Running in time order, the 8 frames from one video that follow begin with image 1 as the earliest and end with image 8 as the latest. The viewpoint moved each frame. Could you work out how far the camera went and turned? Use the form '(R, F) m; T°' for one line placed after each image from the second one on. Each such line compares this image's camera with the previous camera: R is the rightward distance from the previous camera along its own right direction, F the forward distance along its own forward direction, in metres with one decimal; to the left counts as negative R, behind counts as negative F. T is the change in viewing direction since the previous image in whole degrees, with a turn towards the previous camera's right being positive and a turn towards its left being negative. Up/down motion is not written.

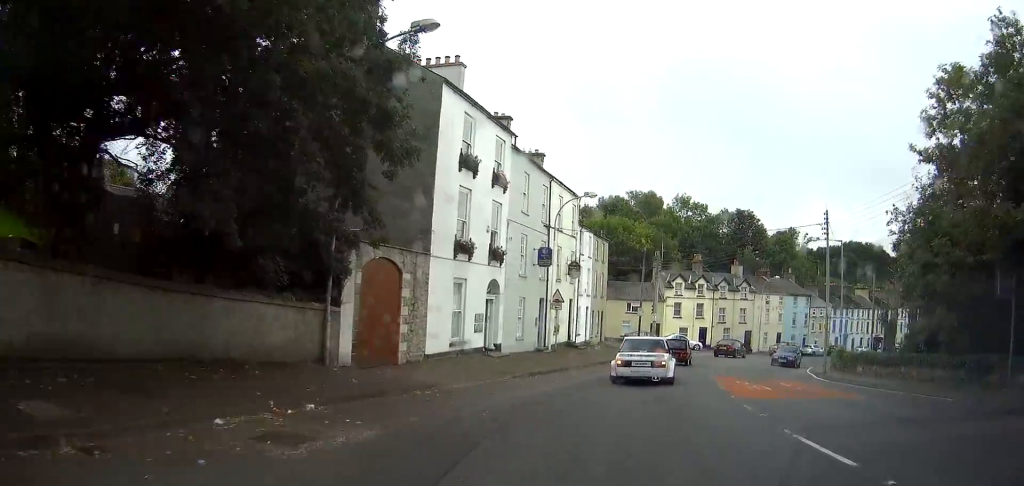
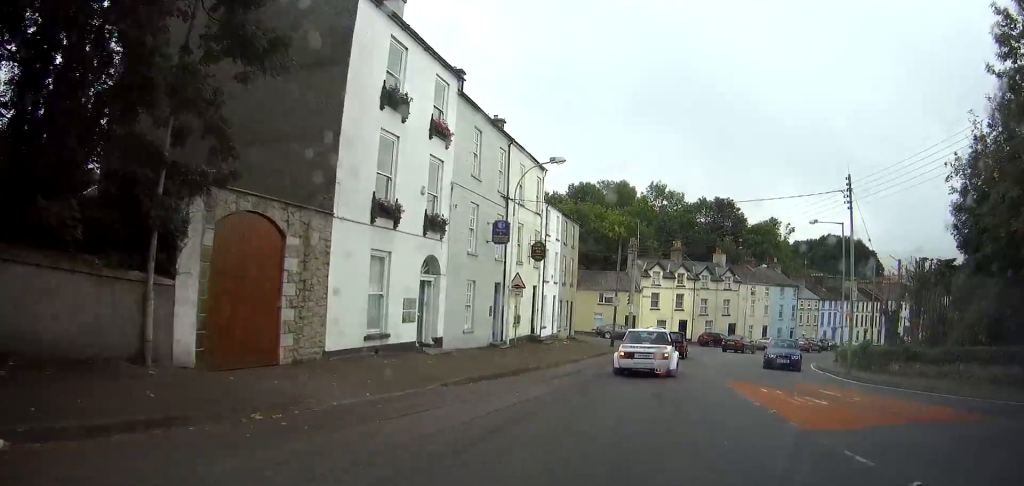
(0.0, +6.3) m; +1°
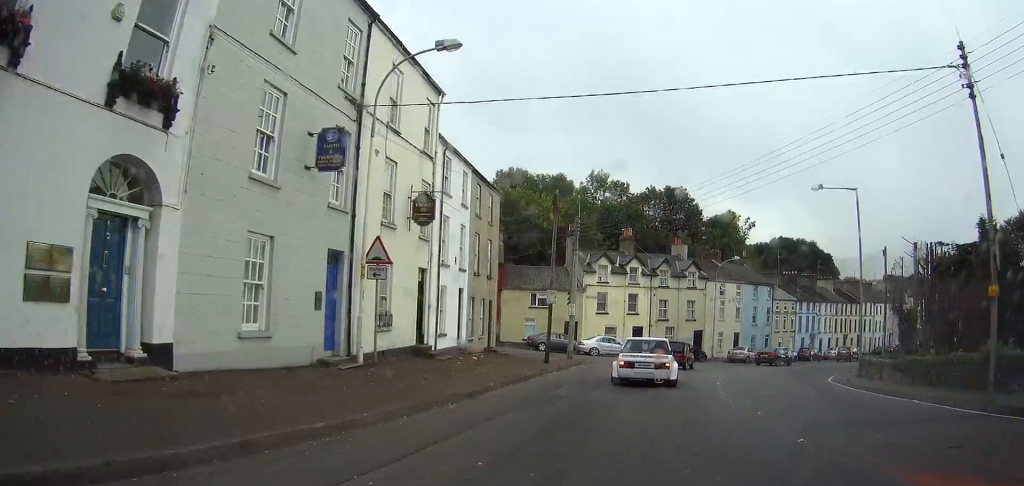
(+0.2, +13.5) m; +5°
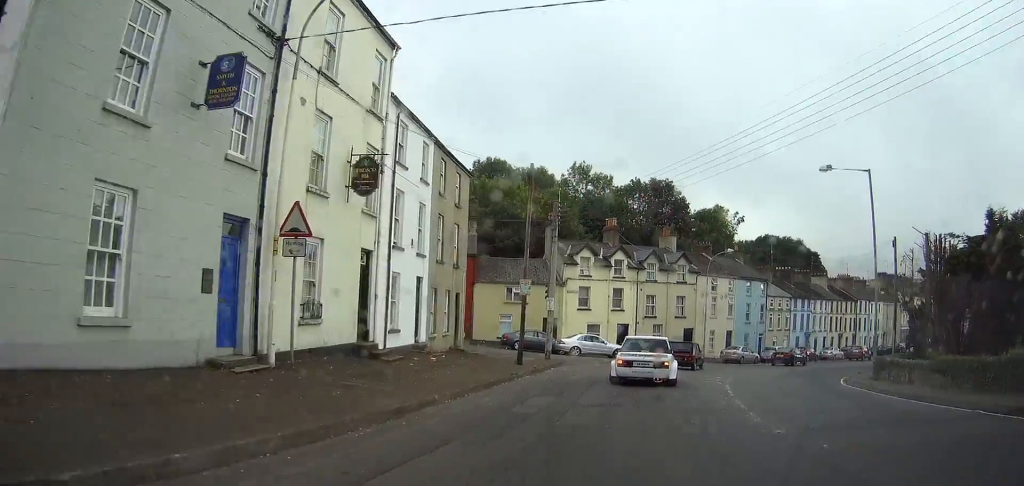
(+0.1, +4.3) m; +3°
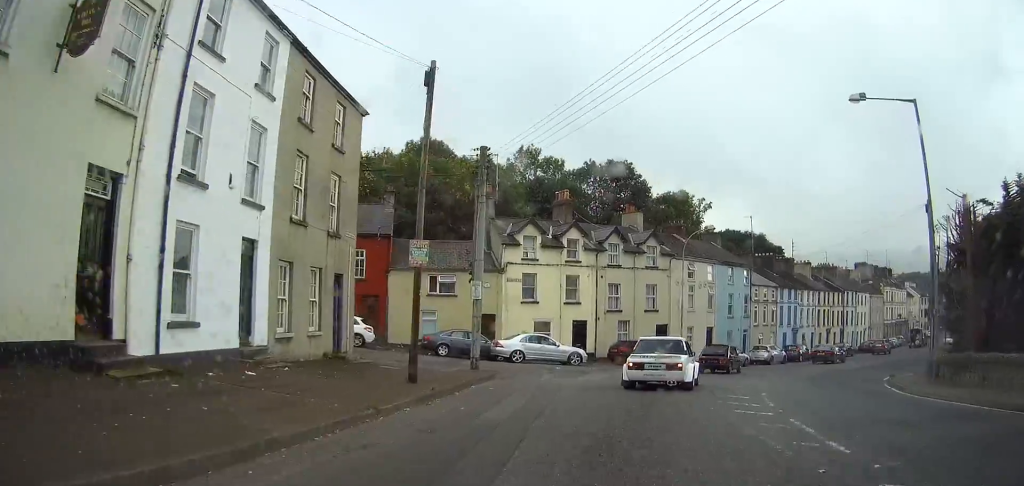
(+0.6, +10.3) m; +6°
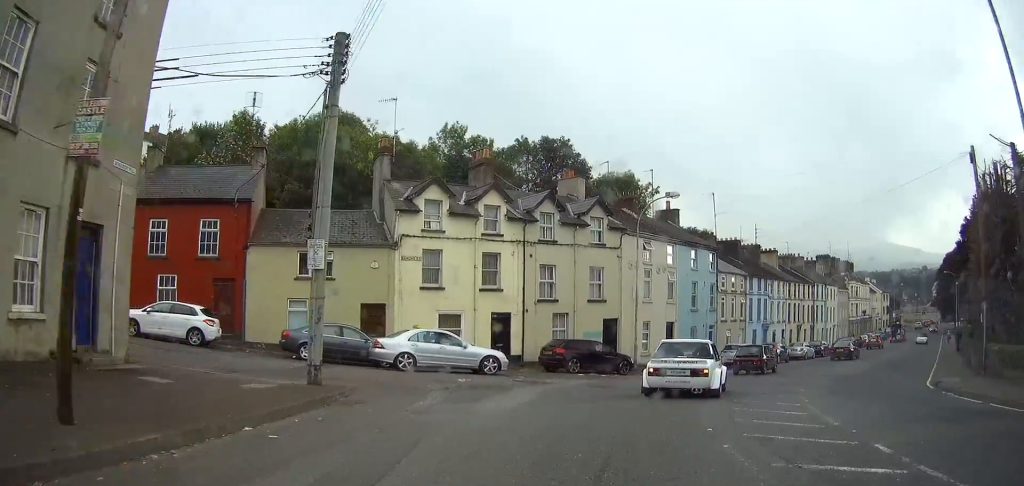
(+0.4, +10.0) m; +6°
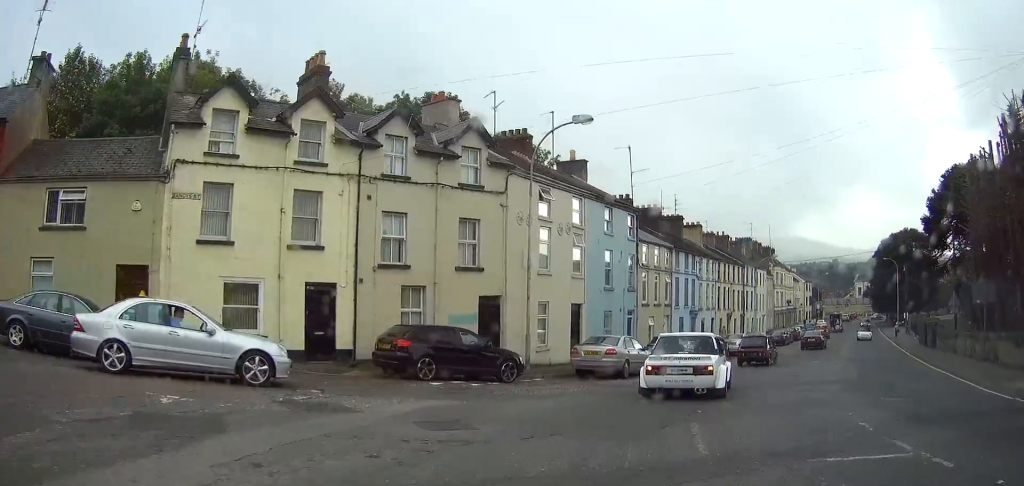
(+0.8, +10.6) m; +8°
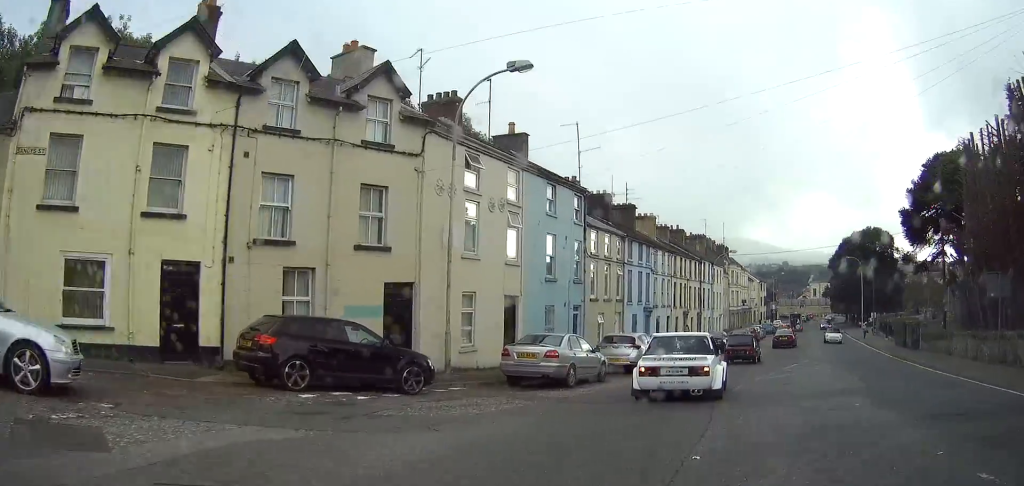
(+0.1, +4.9) m; +4°
